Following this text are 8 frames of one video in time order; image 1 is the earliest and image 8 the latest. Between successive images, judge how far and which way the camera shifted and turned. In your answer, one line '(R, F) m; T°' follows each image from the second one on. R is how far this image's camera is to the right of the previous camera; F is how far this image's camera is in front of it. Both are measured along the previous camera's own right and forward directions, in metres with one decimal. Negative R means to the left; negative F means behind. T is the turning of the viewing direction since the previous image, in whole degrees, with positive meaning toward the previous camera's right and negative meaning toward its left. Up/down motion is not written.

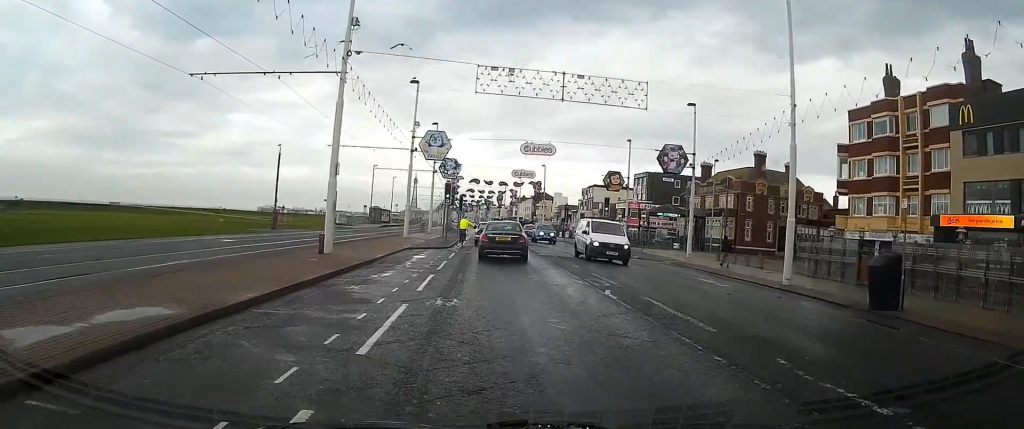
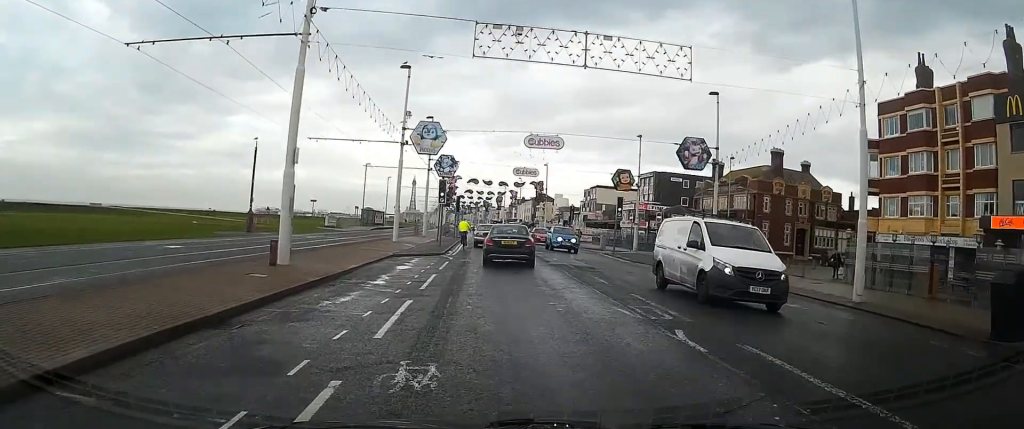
(0.0, +5.0) m; -1°
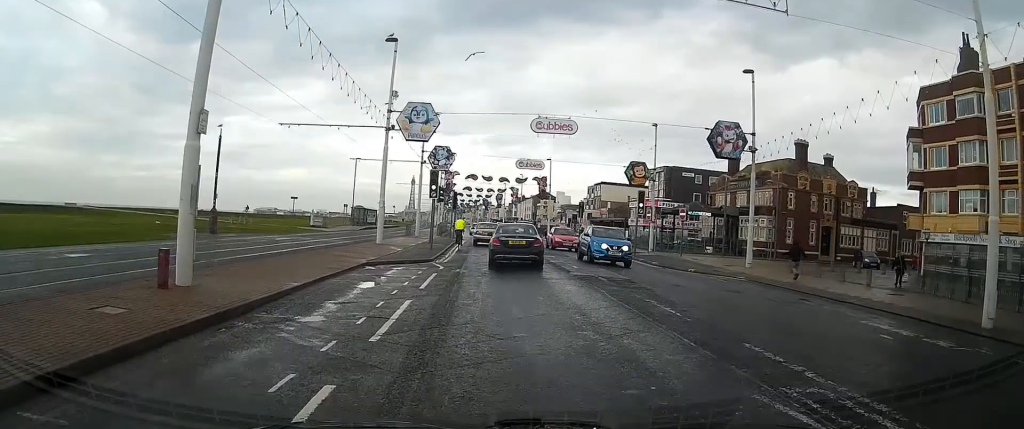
(-0.1, +6.0) m; 0°
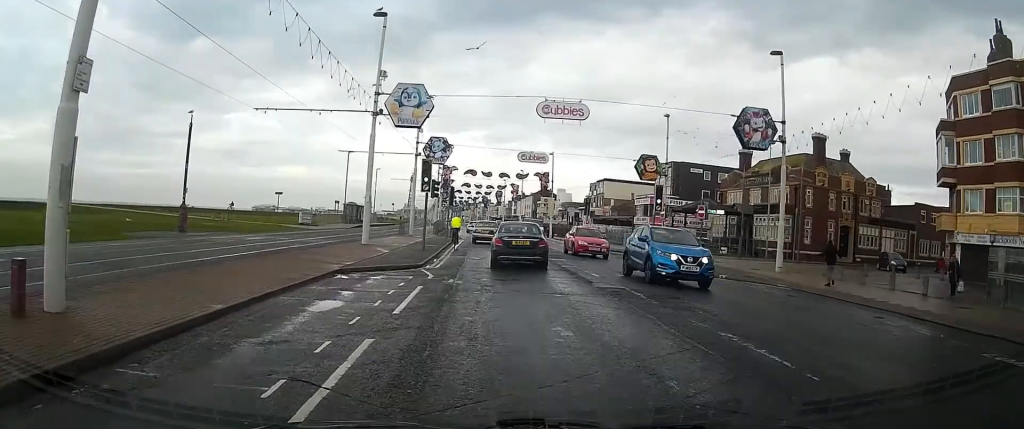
(+0.1, +3.9) m; 0°
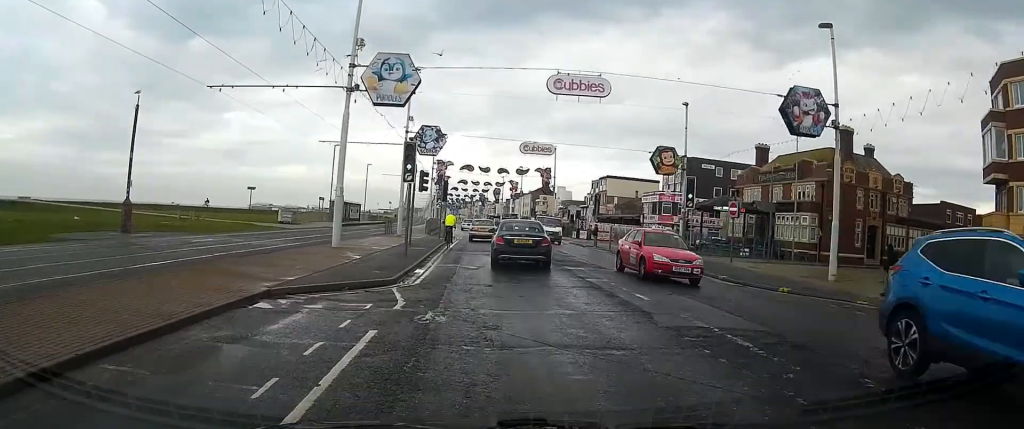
(0.0, +5.6) m; 0°
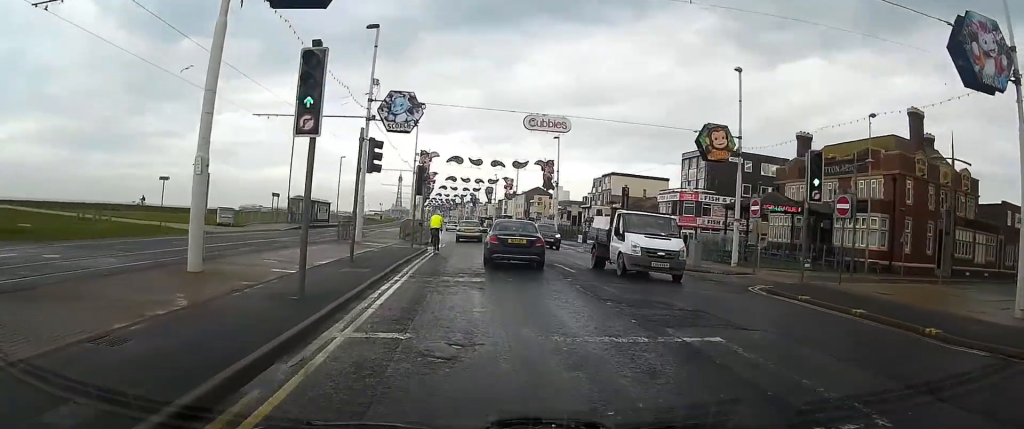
(0.0, +12.2) m; +1°
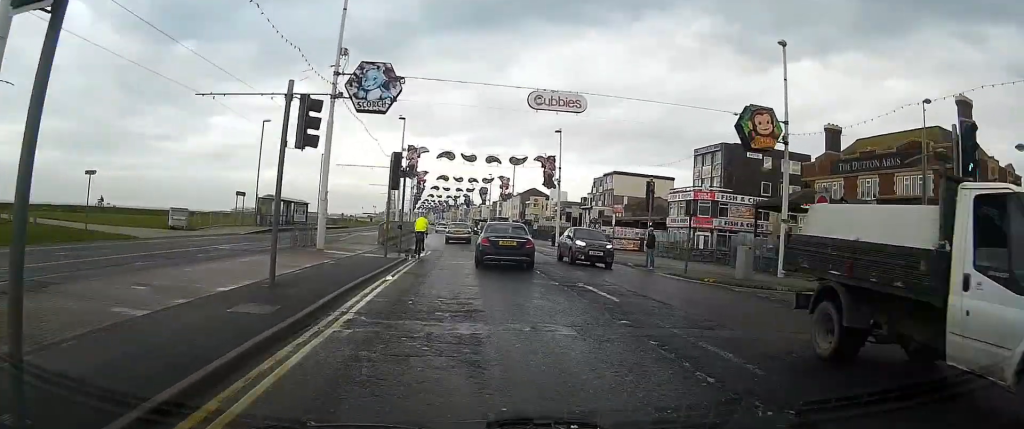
(0.0, +6.8) m; +1°
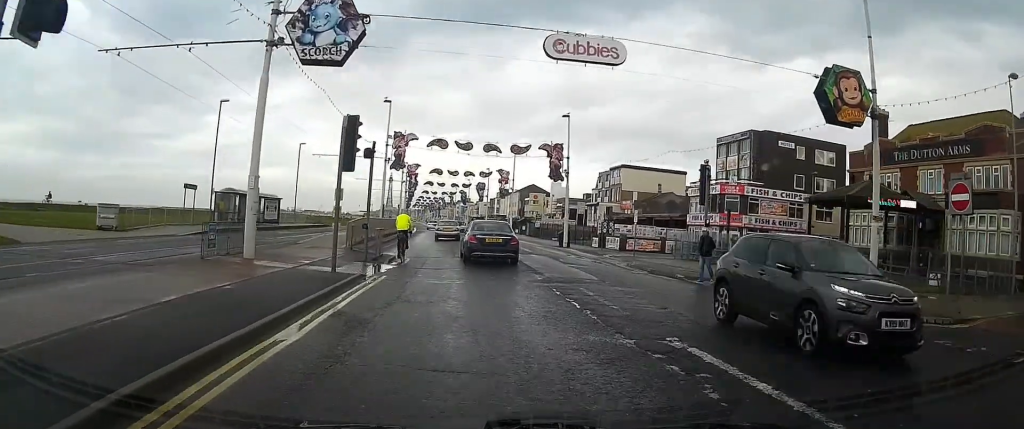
(0.0, +8.0) m; +1°
